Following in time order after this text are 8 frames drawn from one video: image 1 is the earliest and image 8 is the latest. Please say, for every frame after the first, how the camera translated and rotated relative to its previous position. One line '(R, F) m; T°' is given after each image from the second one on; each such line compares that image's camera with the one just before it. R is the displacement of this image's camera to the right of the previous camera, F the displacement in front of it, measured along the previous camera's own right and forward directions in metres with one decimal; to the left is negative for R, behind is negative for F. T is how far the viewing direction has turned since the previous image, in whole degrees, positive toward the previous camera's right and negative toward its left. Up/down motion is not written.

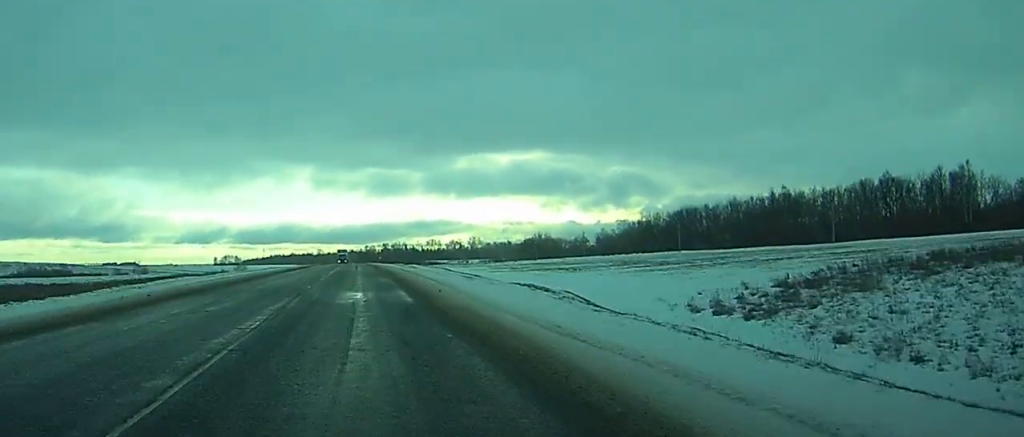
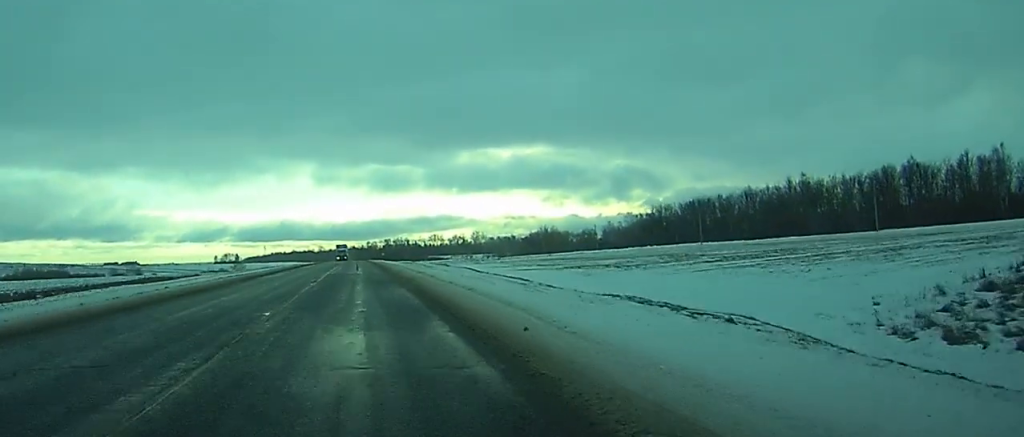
(0.0, +13.8) m; 0°
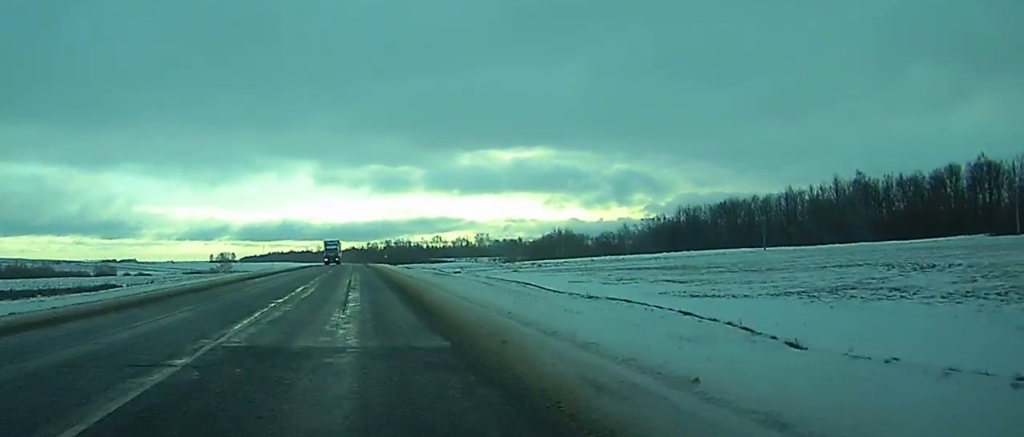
(+0.1, +35.4) m; 0°
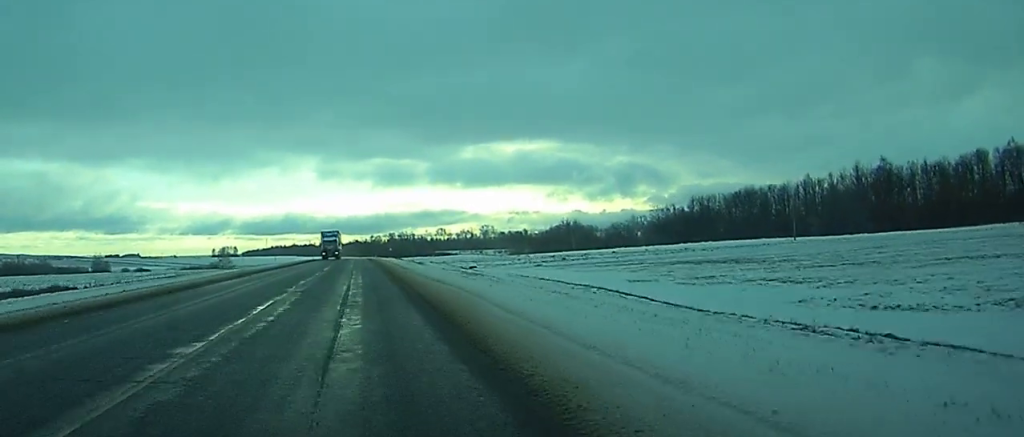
(0.0, +12.0) m; 0°
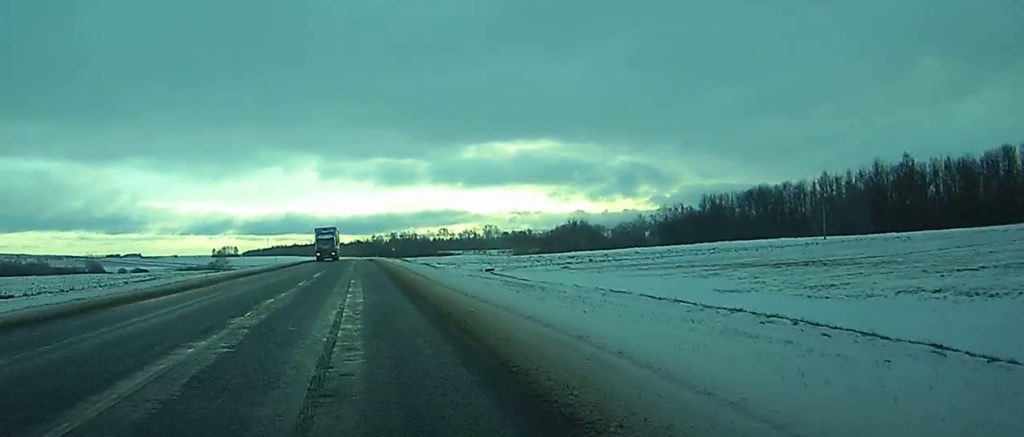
(0.0, +11.3) m; 0°
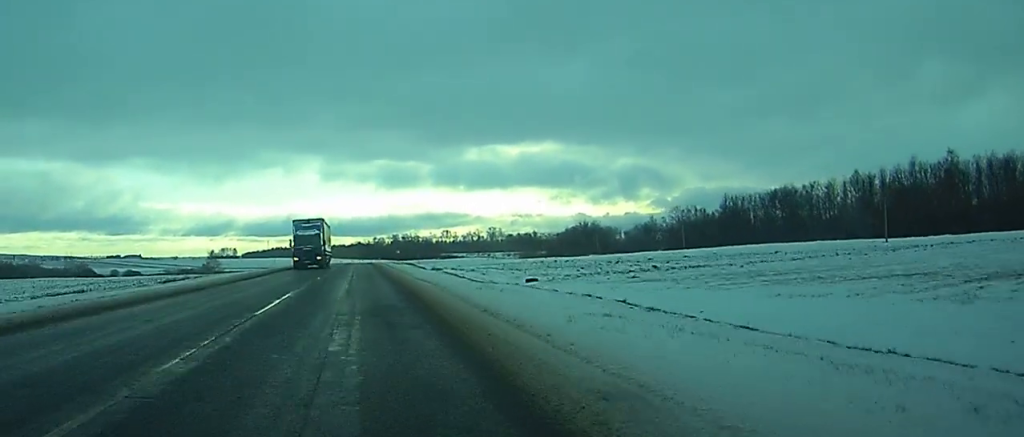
(-0.1, +20.1) m; 0°
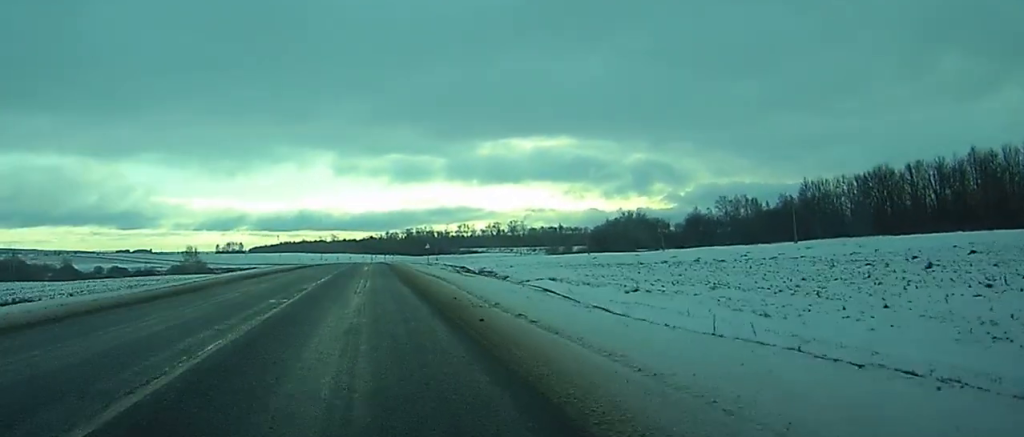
(-0.2, +55.0) m; -1°
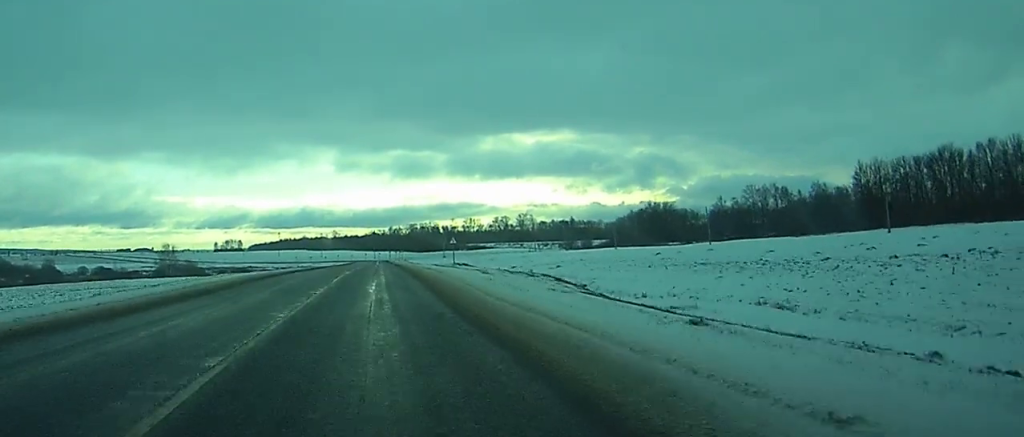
(-0.2, +32.1) m; 0°
